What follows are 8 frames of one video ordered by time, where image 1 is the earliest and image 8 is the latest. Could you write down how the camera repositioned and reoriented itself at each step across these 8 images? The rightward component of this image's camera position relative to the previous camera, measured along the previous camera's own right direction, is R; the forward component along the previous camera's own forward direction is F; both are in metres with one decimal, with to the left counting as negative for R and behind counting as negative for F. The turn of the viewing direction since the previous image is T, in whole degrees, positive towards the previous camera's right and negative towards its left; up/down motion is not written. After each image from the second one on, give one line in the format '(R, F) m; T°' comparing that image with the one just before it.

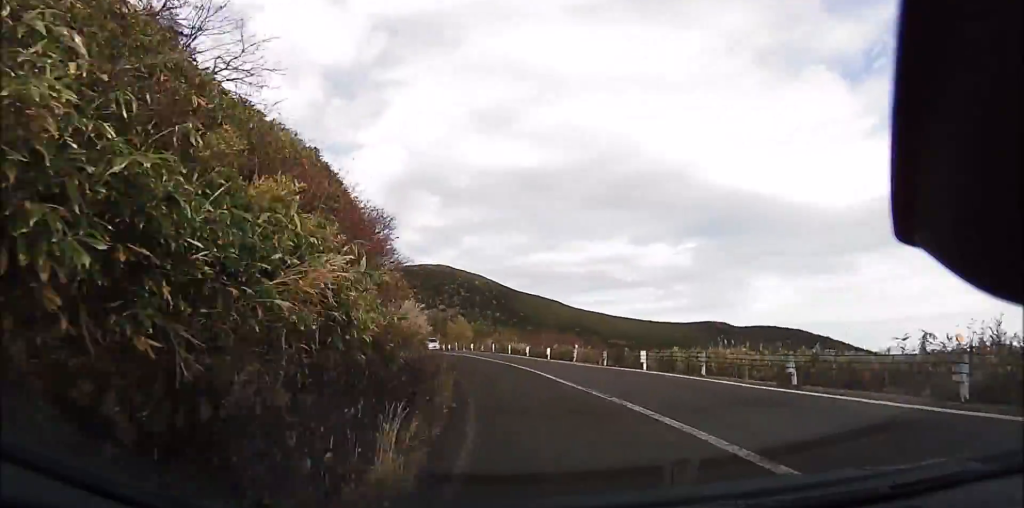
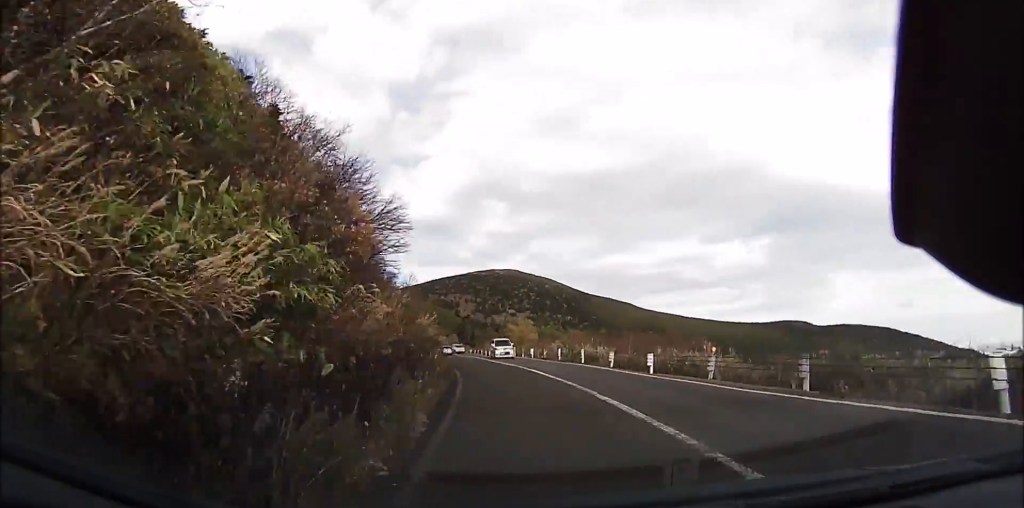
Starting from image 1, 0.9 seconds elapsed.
(+0.1, +12.0) m; -7°
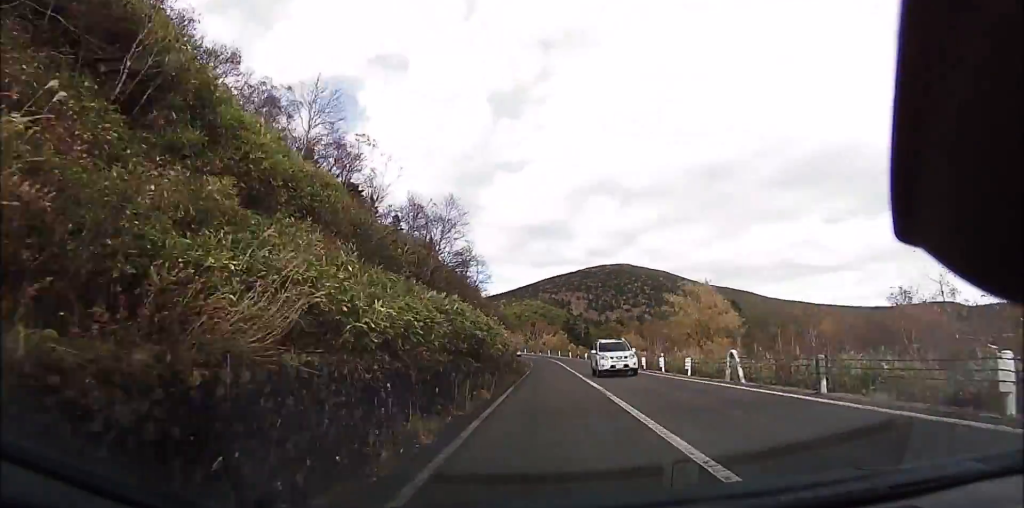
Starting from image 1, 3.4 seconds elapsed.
(-5.2, +30.3) m; -14°
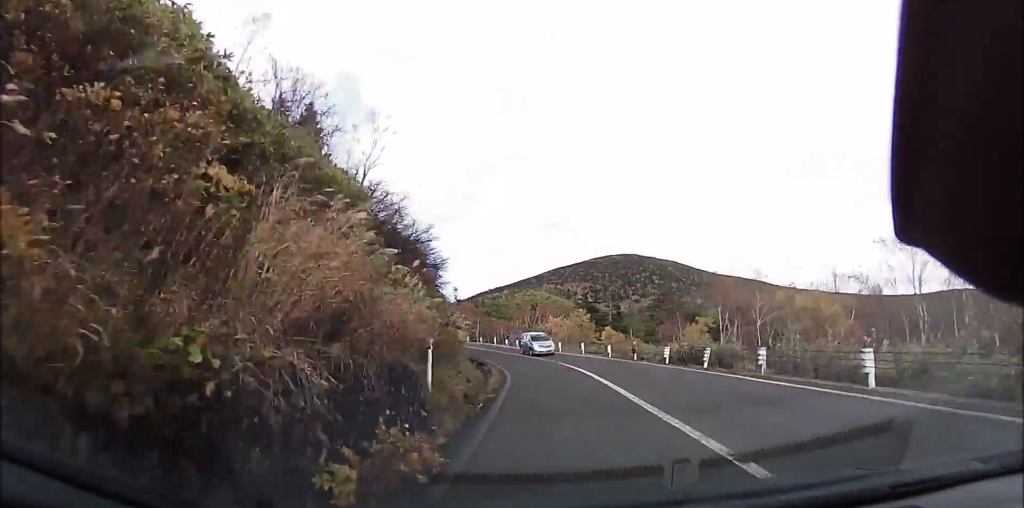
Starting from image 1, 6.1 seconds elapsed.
(-2.0, +31.3) m; -8°
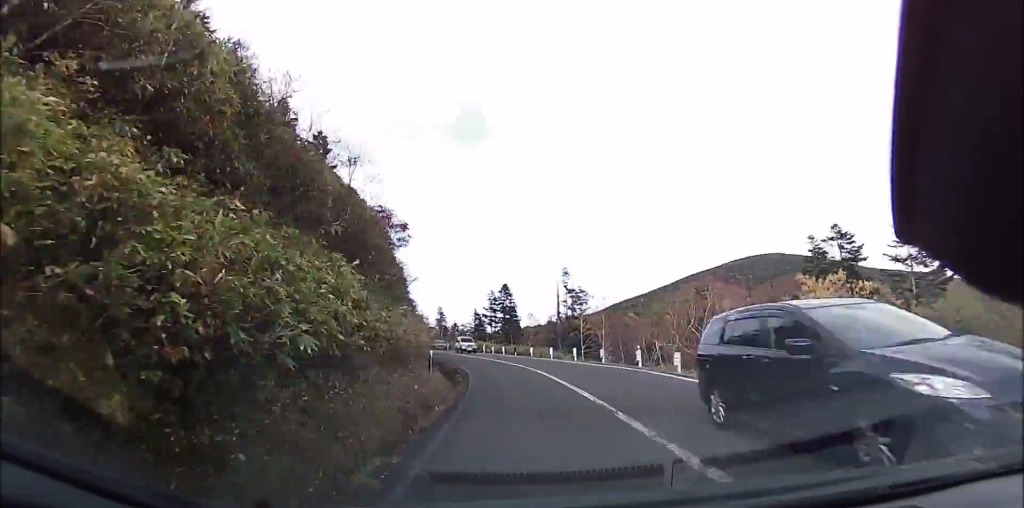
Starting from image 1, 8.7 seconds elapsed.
(-2.3, +32.3) m; -10°
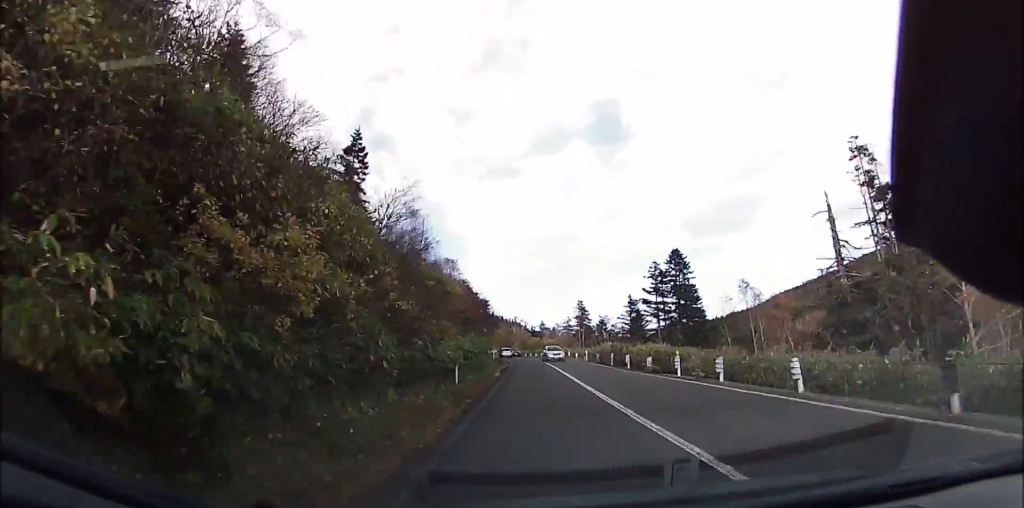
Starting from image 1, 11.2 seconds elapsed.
(-4.8, +33.9) m; -17°
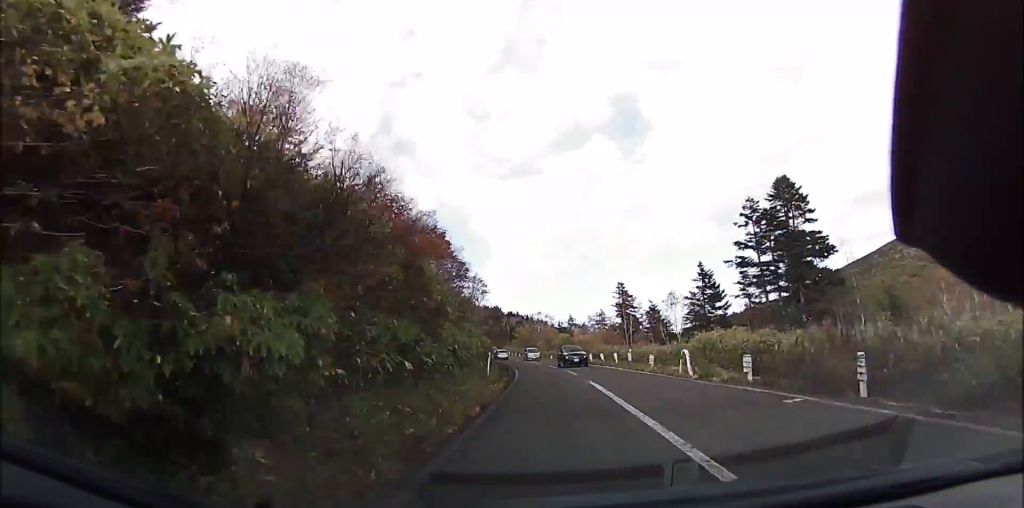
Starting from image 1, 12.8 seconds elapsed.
(-1.7, +21.6) m; -8°
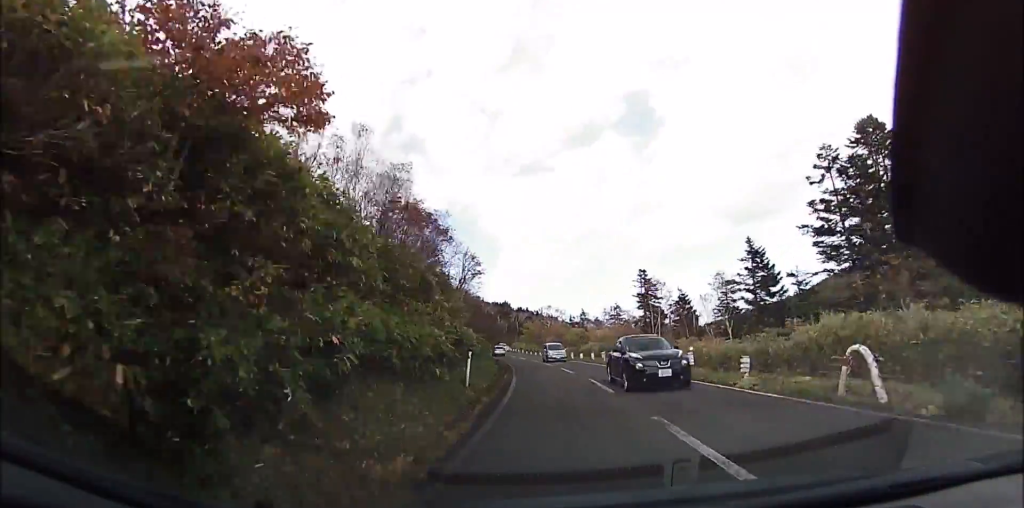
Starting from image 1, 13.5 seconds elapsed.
(+0.1, +9.2) m; -3°
